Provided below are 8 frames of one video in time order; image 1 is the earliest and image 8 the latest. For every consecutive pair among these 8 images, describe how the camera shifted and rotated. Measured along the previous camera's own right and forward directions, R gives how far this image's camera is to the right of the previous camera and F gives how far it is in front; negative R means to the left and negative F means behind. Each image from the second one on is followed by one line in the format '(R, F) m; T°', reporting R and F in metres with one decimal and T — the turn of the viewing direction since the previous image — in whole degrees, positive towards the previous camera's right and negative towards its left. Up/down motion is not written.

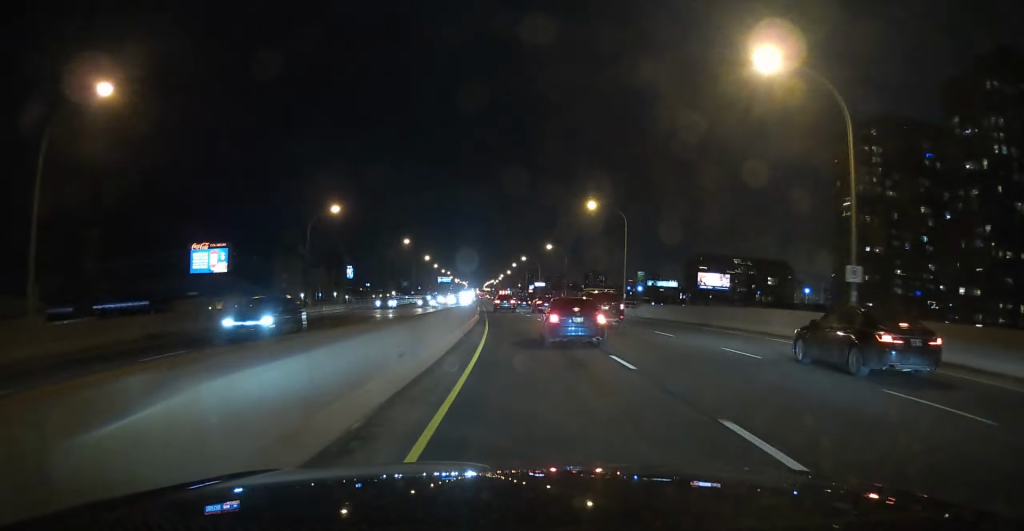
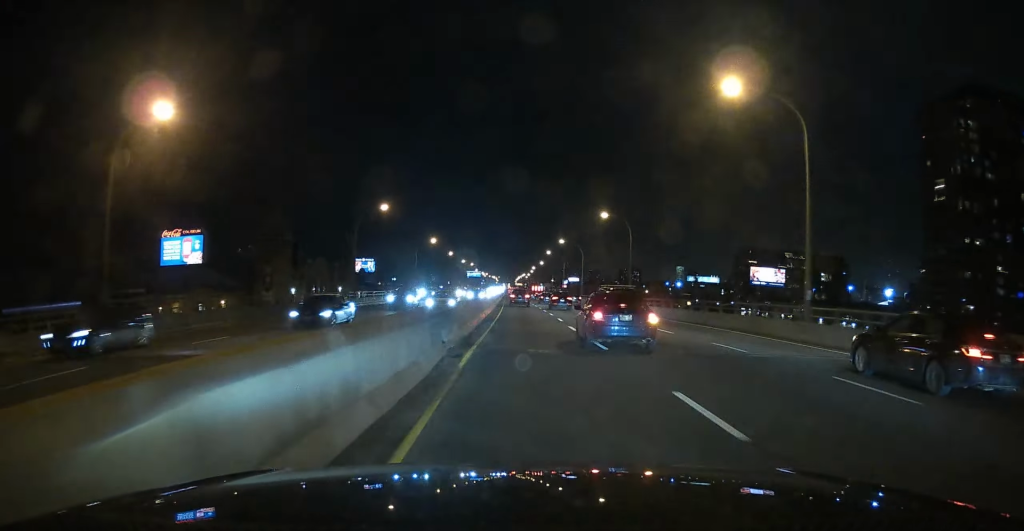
(-1.1, +35.0) m; -2°
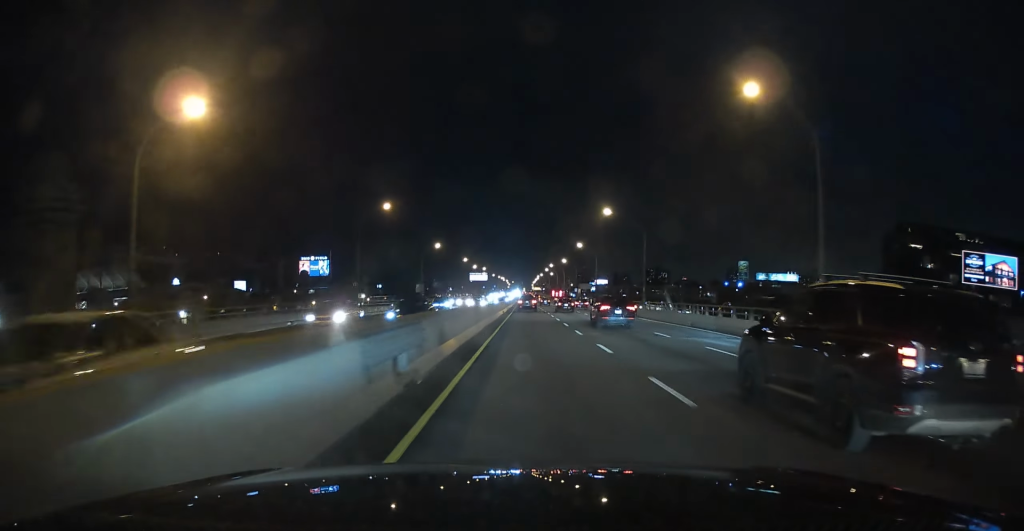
(-6.3, +156.3) m; -3°
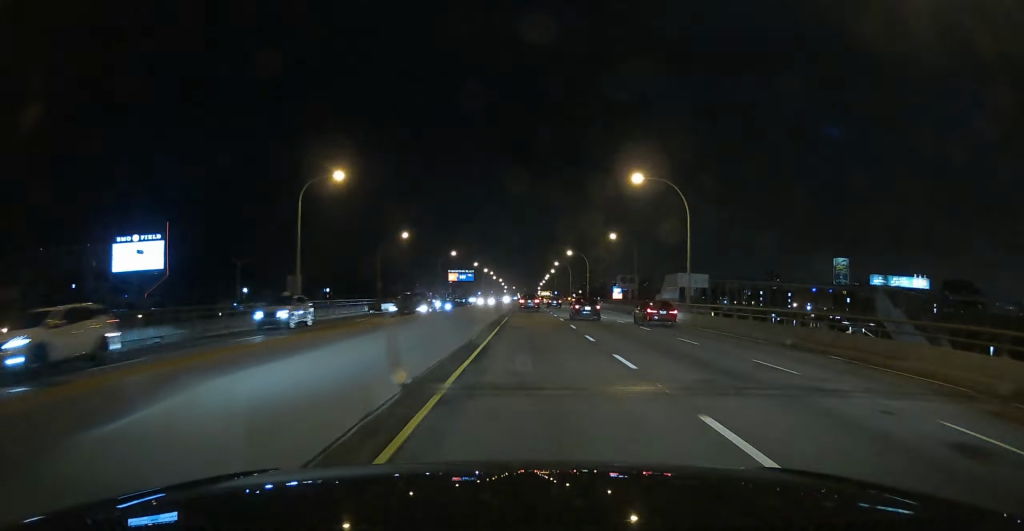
(-0.3, +166.0) m; 0°
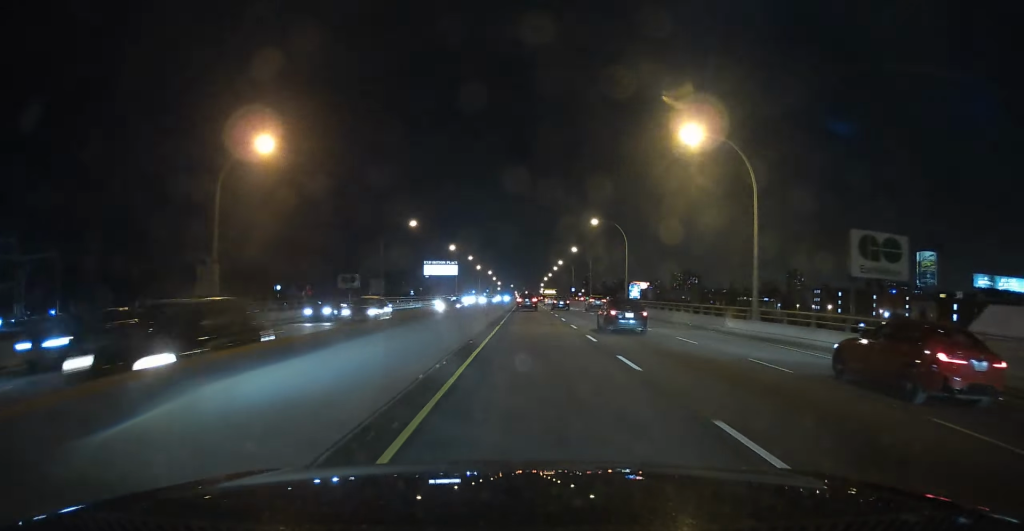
(0.0, +87.8) m; 0°
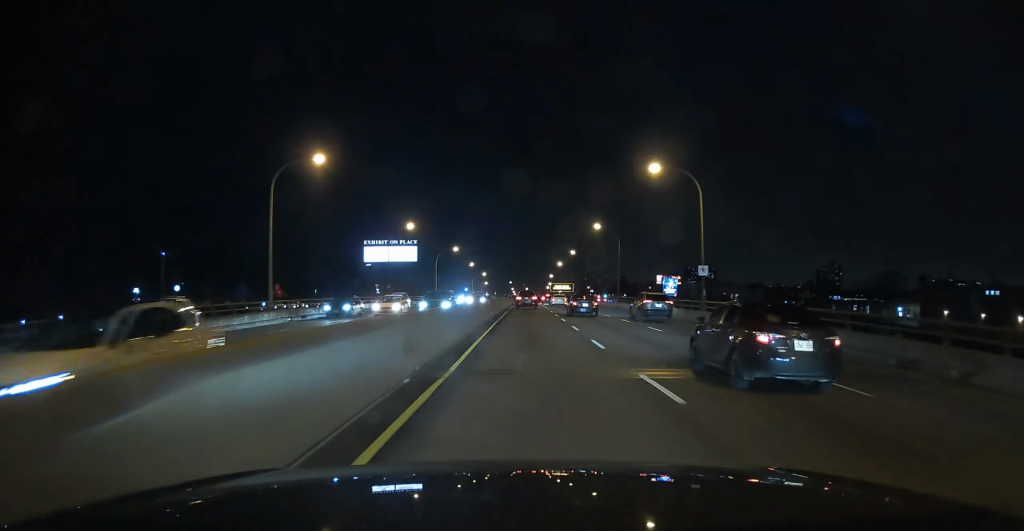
(+0.3, +107.3) m; 0°
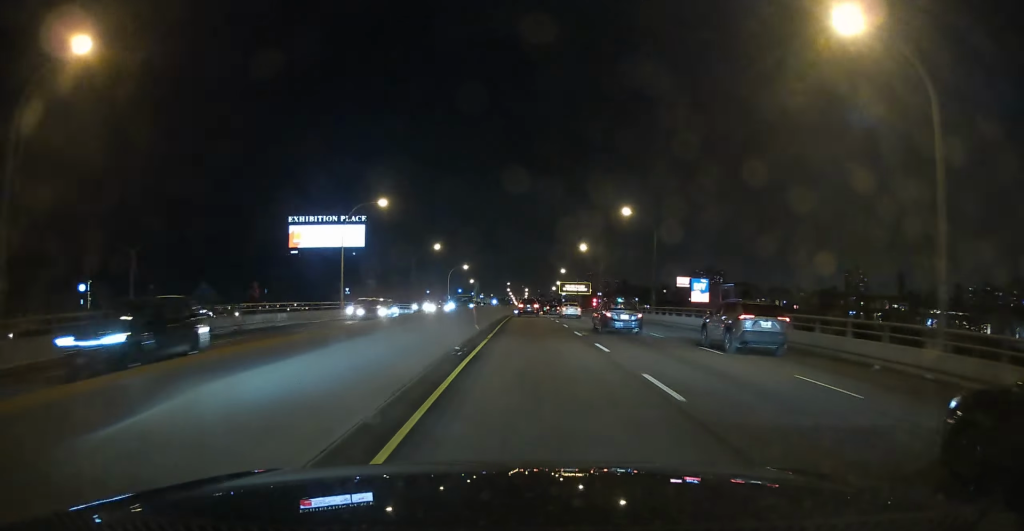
(-0.2, +60.9) m; 0°
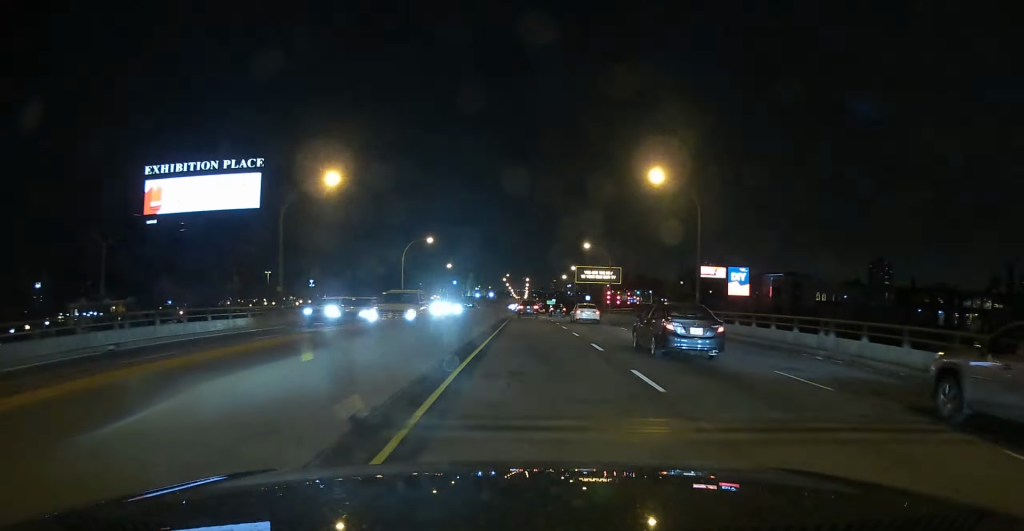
(-0.1, +51.8) m; 0°
